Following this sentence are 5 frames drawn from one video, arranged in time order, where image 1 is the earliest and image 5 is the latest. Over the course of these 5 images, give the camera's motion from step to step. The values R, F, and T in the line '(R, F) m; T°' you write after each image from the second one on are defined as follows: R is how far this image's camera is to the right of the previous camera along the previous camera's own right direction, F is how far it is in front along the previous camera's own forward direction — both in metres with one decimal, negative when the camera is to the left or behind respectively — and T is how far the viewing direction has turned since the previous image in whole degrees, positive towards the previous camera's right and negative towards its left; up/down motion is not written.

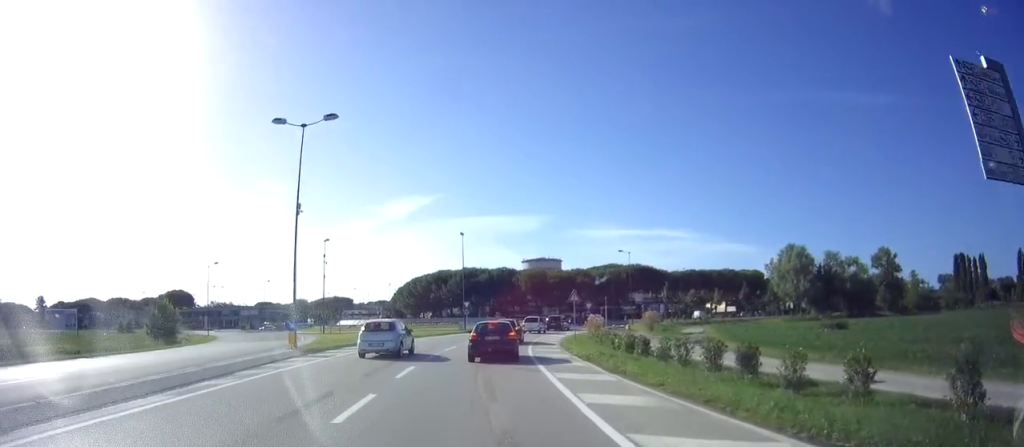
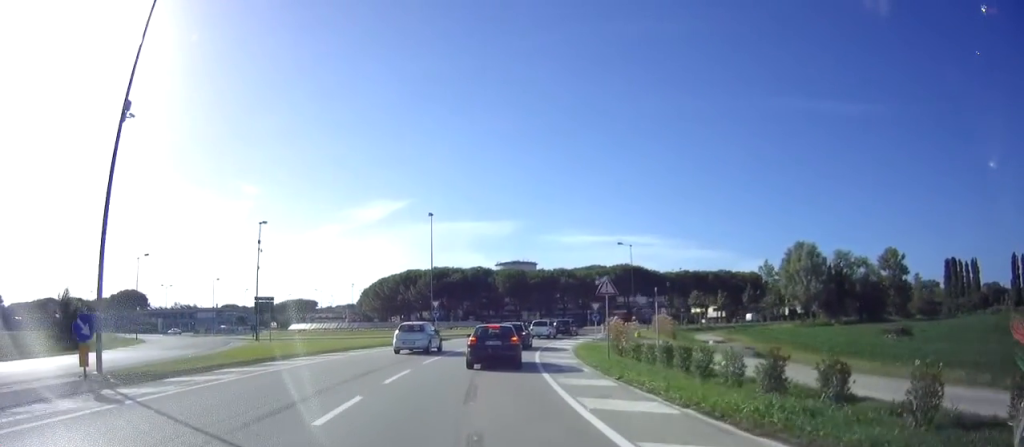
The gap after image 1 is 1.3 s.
(0.0, +12.4) m; +2°
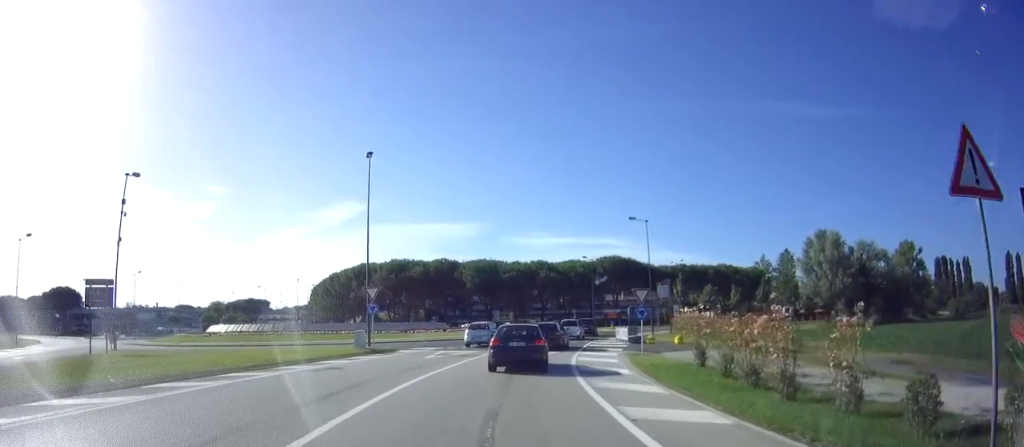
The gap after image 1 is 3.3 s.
(+1.0, +15.9) m; +5°
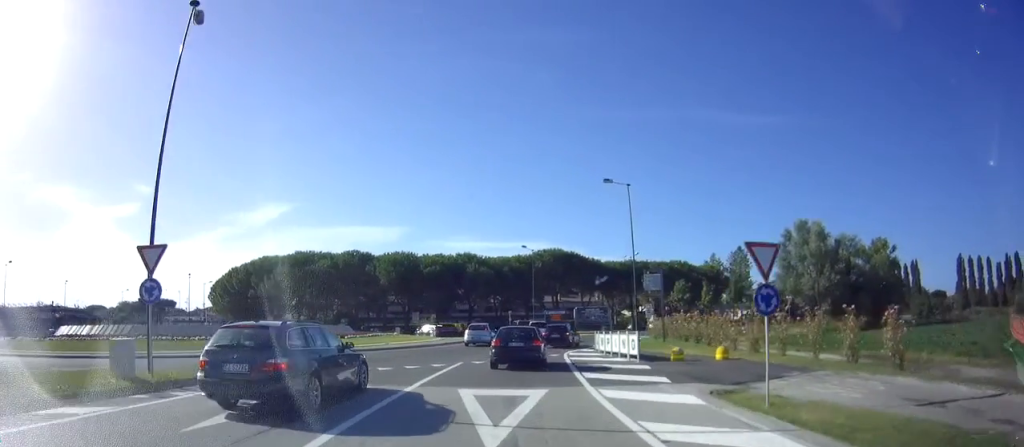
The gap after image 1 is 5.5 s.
(+1.3, +14.5) m; +11°
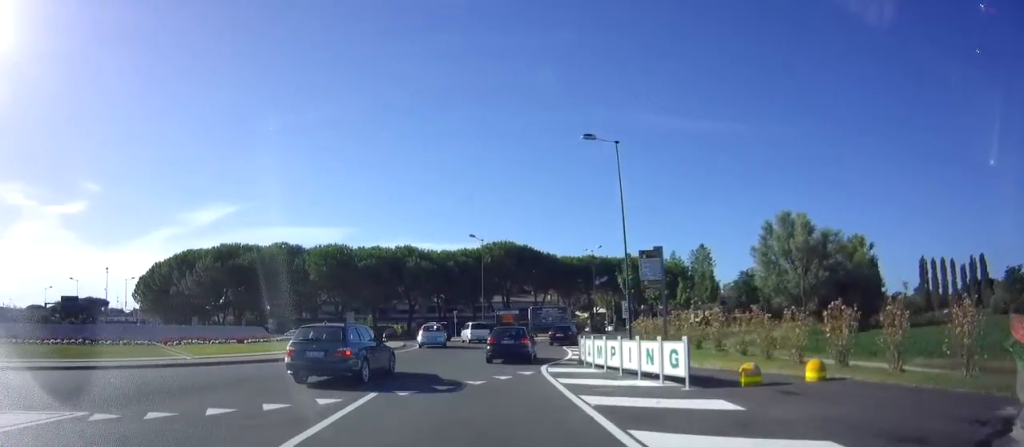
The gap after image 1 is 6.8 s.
(+0.1, +8.7) m; +2°
